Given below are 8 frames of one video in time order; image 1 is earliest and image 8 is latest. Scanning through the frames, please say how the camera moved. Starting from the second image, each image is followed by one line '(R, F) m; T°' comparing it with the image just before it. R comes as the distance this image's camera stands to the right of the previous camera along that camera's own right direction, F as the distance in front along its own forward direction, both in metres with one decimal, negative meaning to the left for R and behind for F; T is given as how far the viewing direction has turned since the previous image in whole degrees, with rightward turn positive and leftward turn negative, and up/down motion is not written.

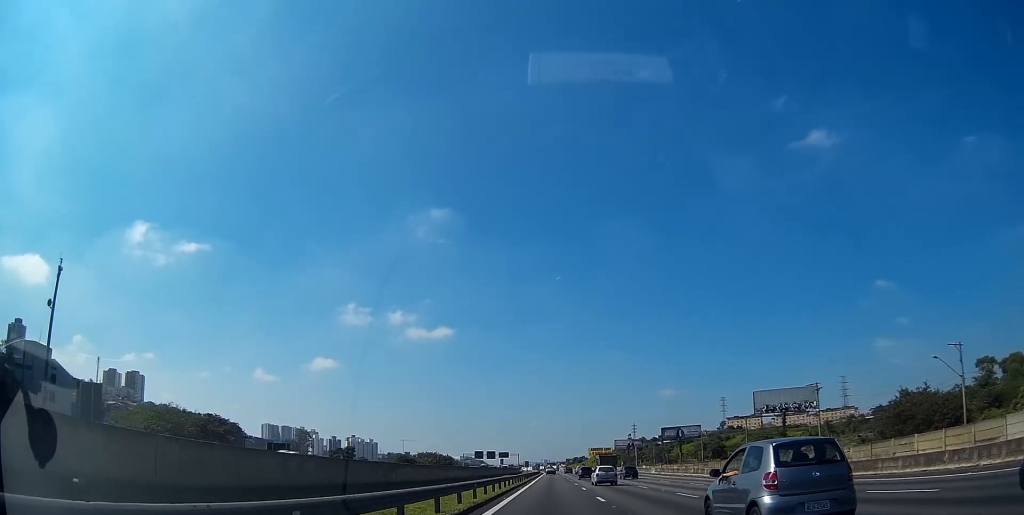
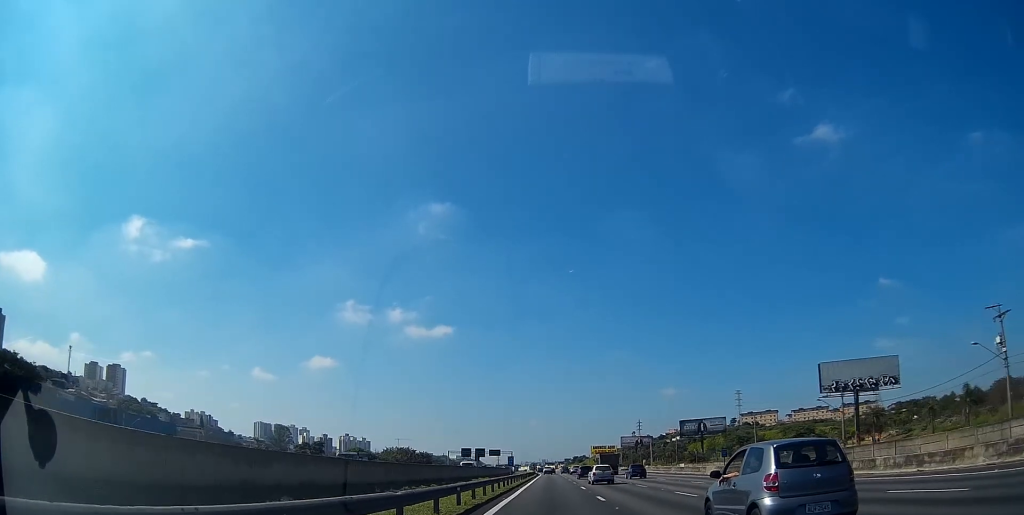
(0.0, +39.4) m; 0°
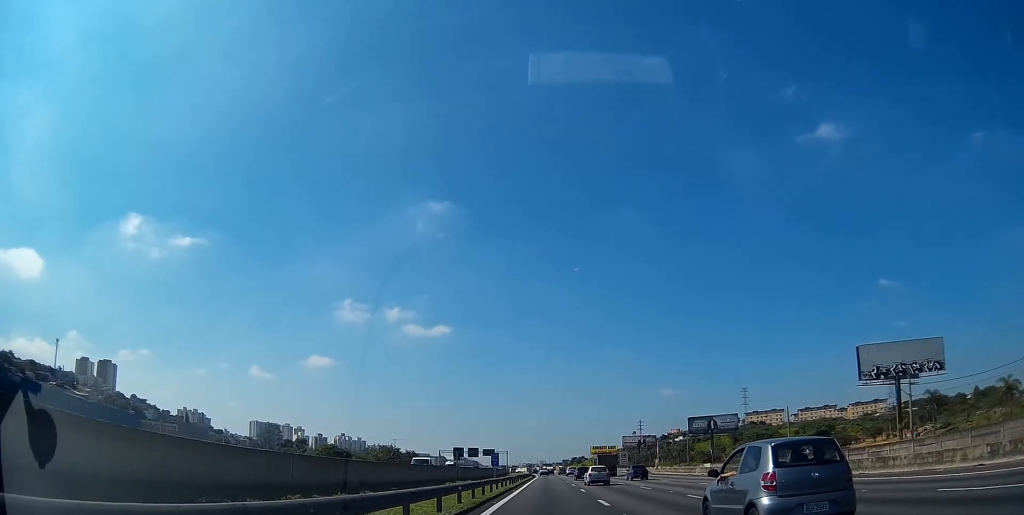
(+0.1, +17.0) m; 0°
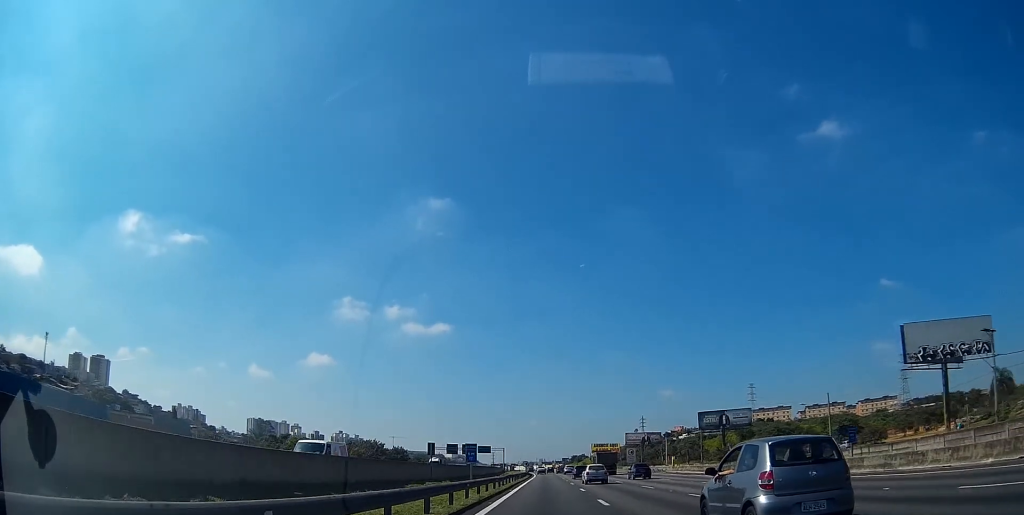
(0.0, +16.2) m; 0°
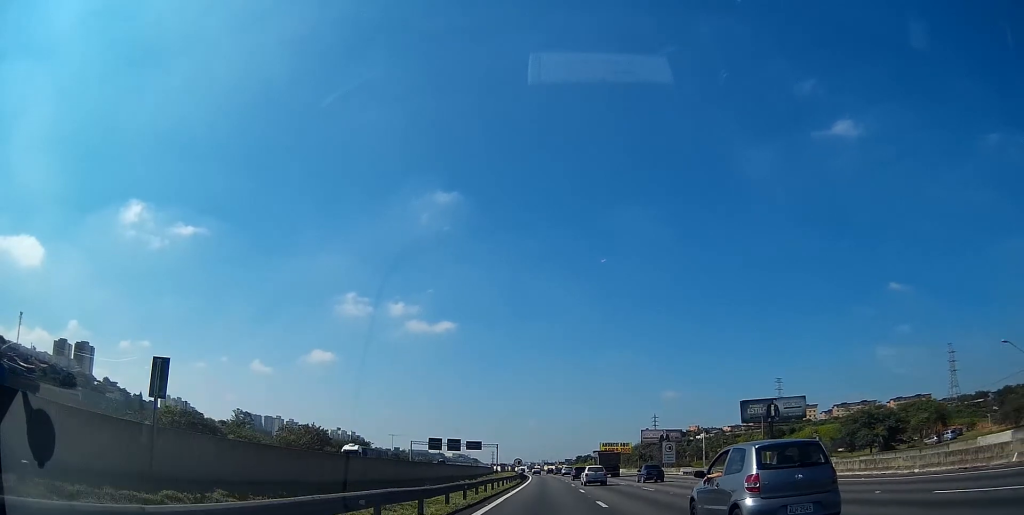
(+0.1, +42.0) m; 0°
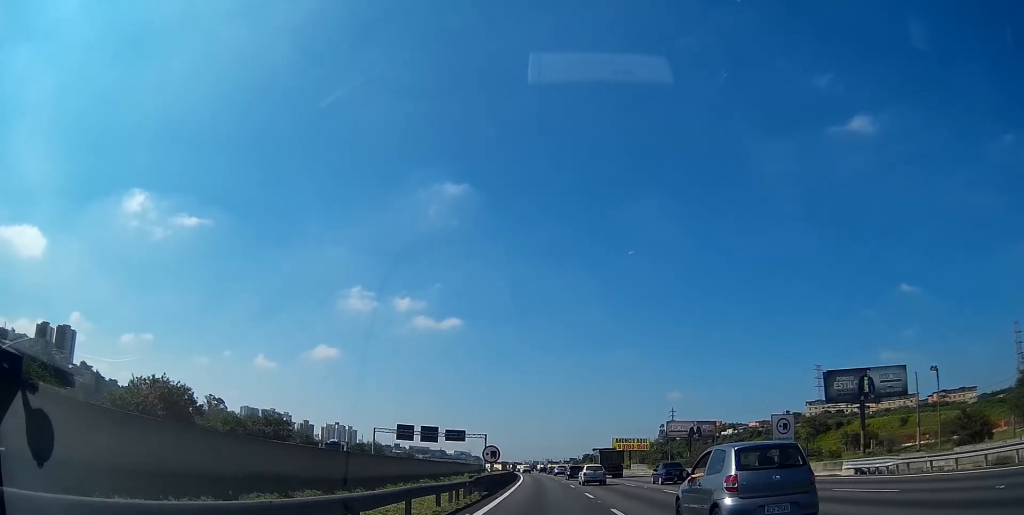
(+0.3, +46.0) m; 0°
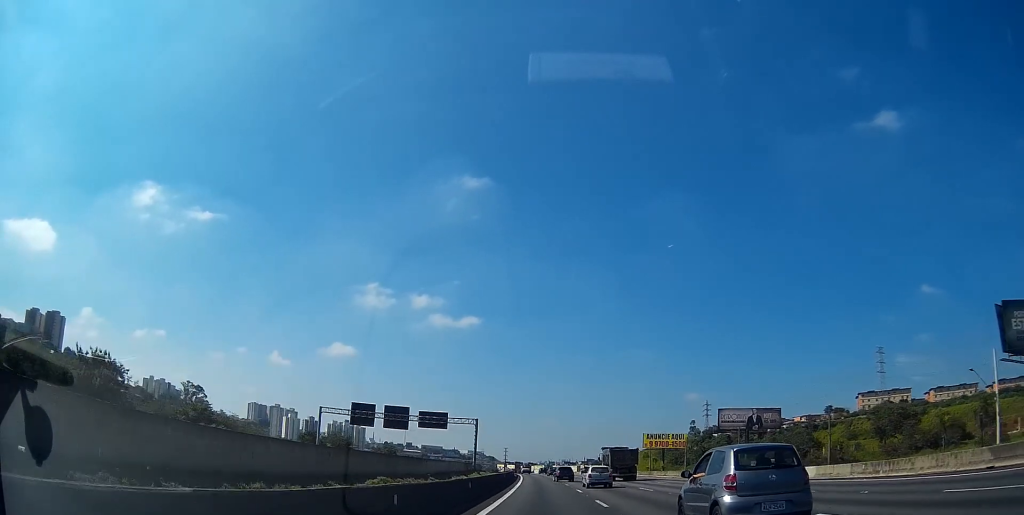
(-1.1, +43.9) m; -2°
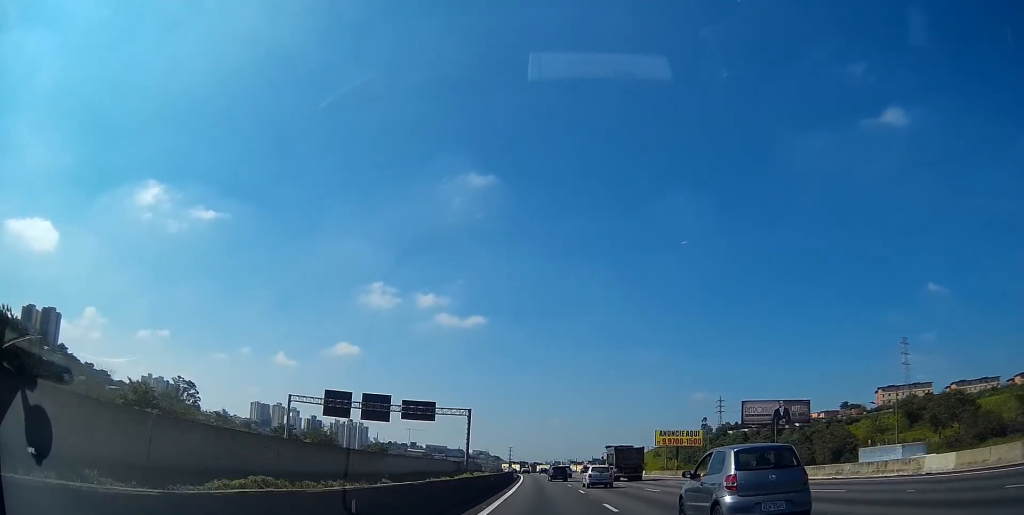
(+0.2, +14.6) m; 0°
